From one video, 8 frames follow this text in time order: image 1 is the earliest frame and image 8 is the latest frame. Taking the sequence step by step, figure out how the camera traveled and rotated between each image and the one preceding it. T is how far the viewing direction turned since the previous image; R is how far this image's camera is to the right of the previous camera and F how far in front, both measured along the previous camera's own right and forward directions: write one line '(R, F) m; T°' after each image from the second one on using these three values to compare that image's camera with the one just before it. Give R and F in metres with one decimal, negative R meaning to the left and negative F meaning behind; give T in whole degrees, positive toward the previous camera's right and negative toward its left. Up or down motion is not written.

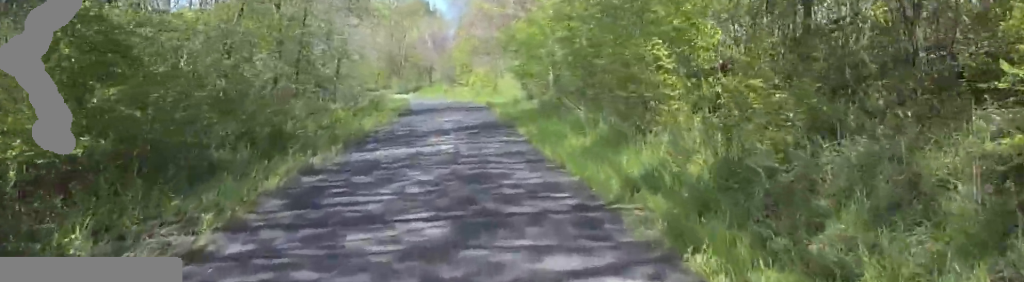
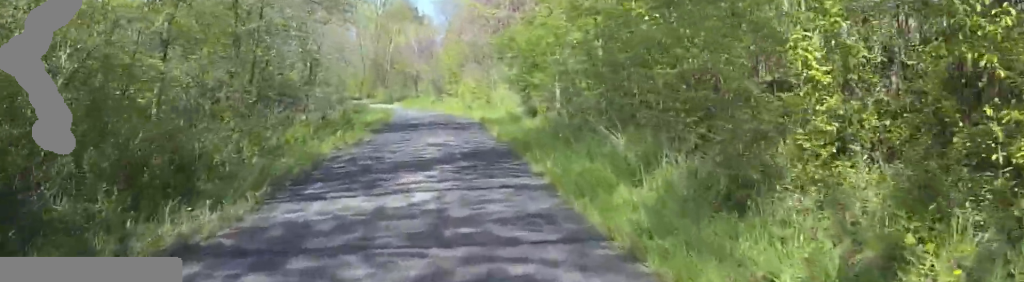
(+0.2, +3.8) m; +2°
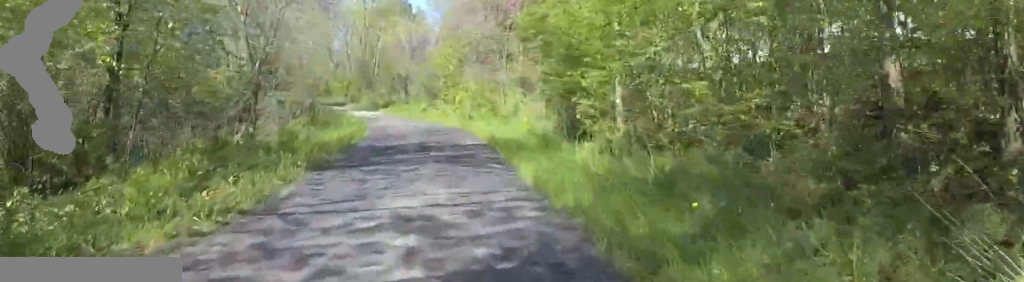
(+0.2, +7.1) m; -5°
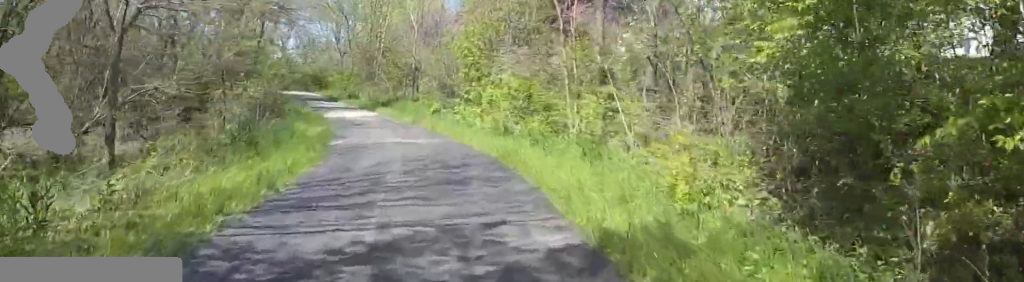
(-1.0, +9.8) m; -1°
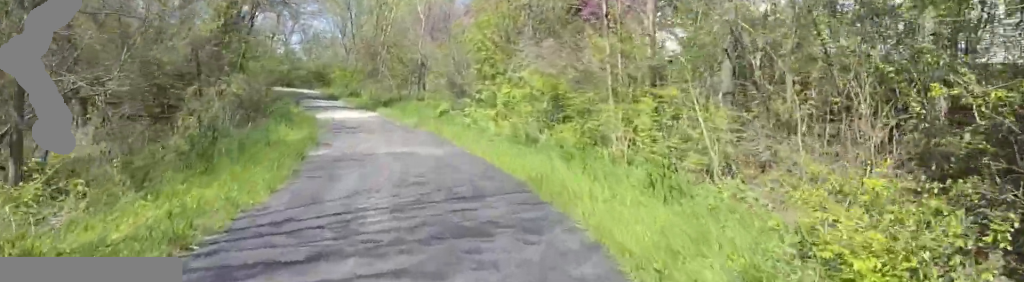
(+0.4, +2.9) m; +4°
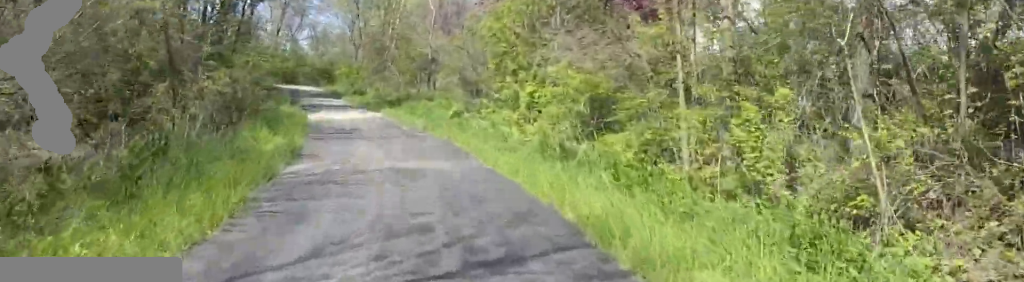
(+0.2, +2.8) m; +3°
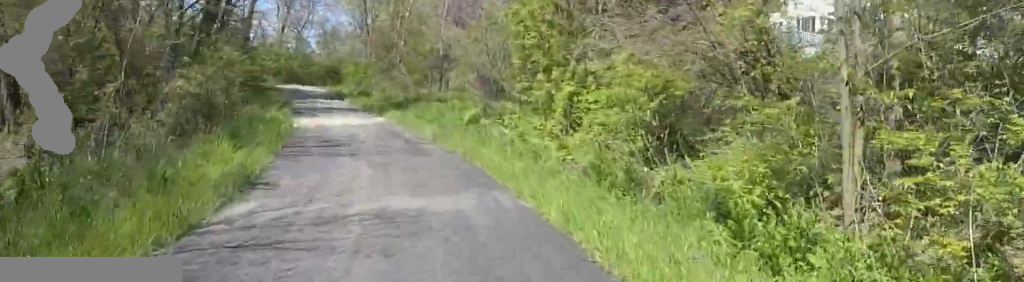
(0.0, +3.3) m; -5°
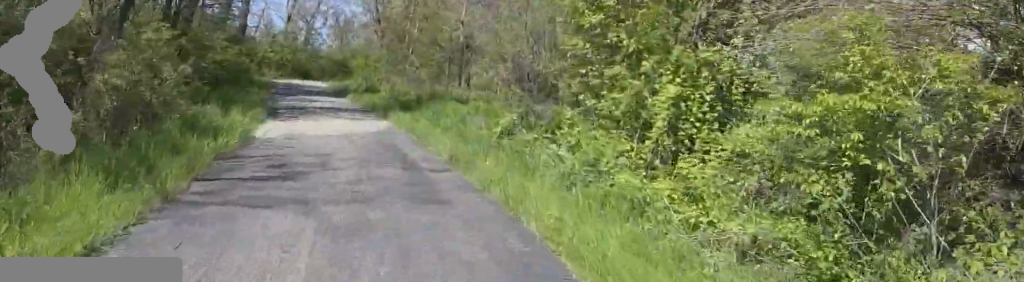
(-0.3, +4.6) m; -8°
